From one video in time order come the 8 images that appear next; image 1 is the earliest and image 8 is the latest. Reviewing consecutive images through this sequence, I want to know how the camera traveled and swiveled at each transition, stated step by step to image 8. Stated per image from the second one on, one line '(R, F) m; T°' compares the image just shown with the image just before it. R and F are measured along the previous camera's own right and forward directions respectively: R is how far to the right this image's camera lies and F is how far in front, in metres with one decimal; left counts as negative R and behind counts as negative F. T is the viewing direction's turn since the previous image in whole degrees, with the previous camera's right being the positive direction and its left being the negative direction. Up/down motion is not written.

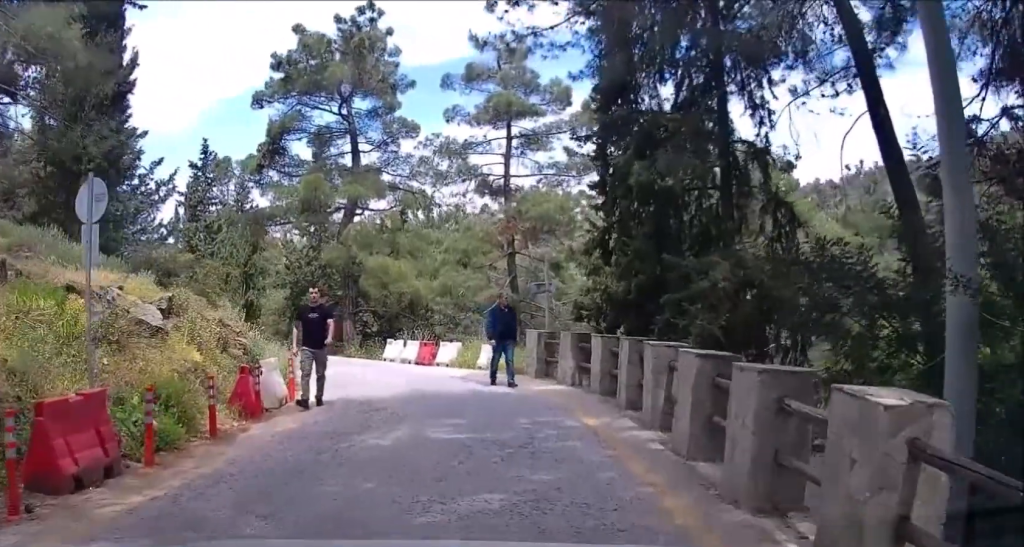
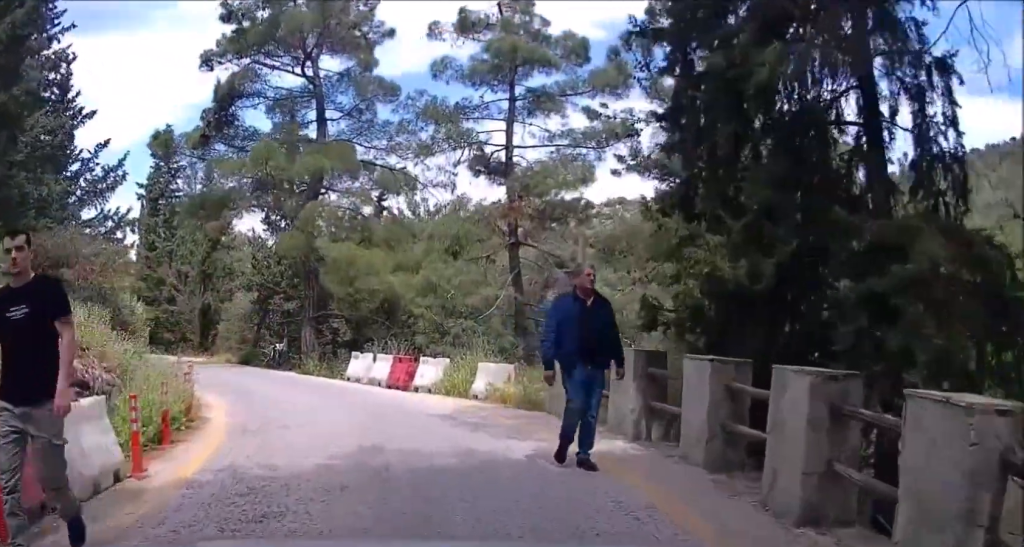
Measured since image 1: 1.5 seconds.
(+0.1, +5.9) m; -3°
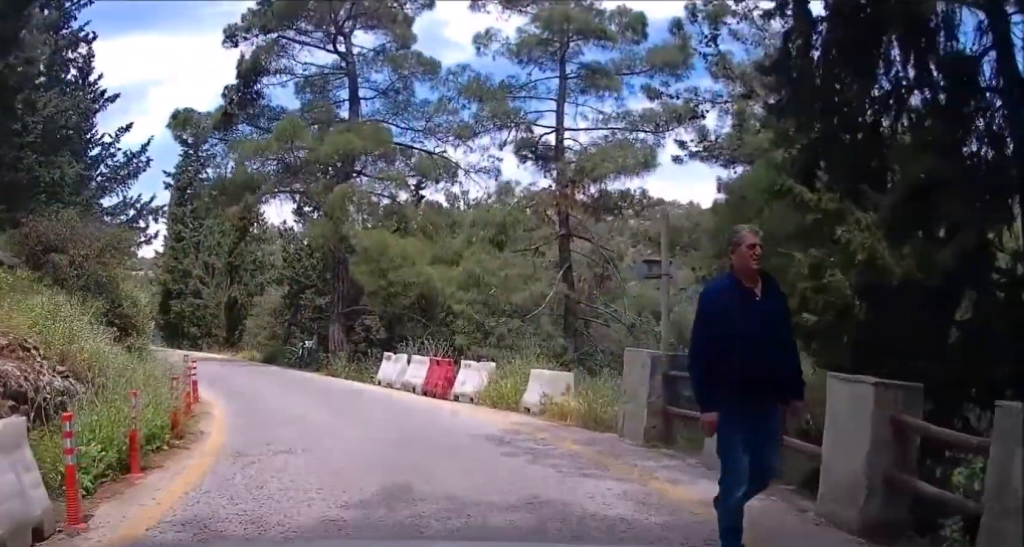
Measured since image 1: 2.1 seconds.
(-0.1, +2.2) m; -2°
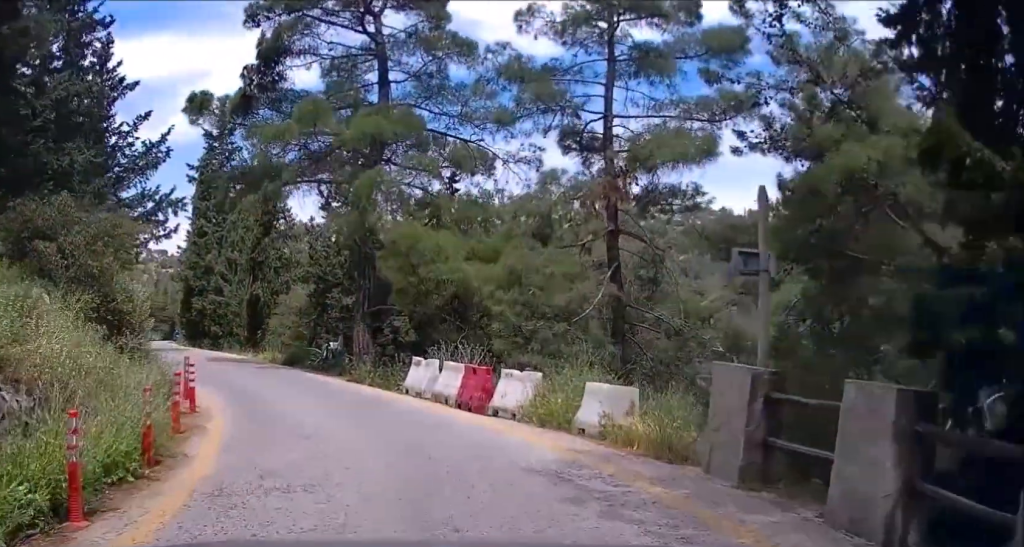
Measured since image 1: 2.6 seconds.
(0.0, +1.8) m; -1°
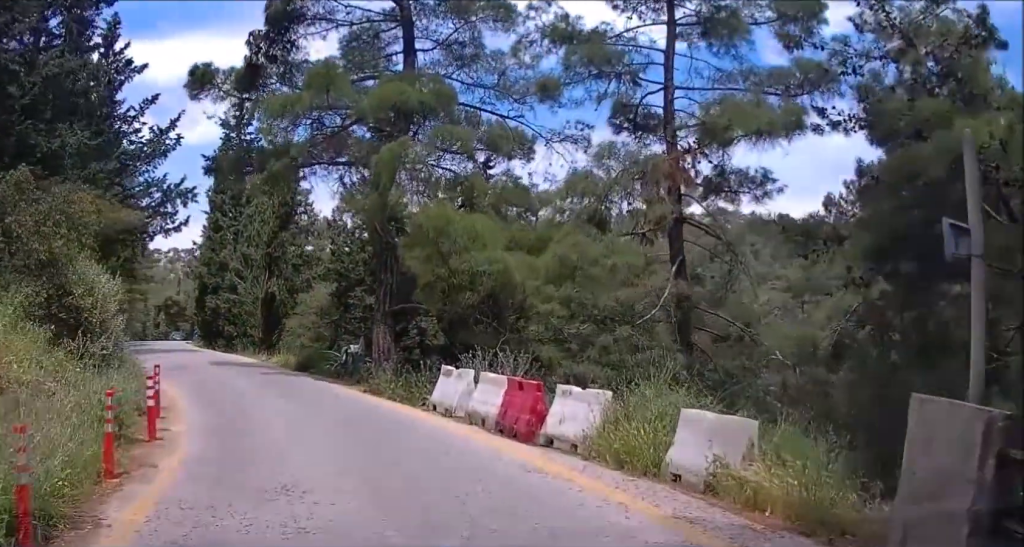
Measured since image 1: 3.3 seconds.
(0.0, +2.8) m; -2°
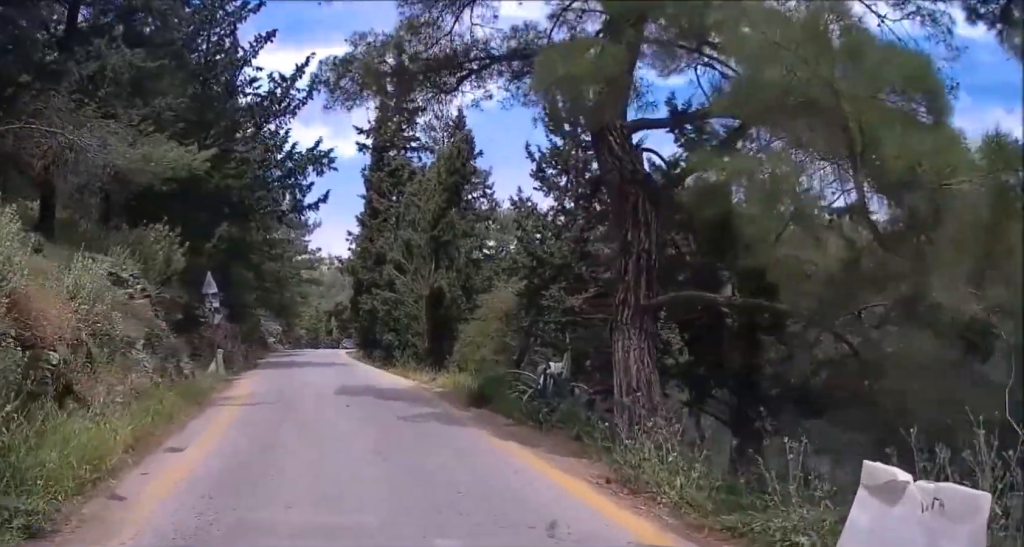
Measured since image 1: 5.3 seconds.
(-1.2, +8.0) m; -16°
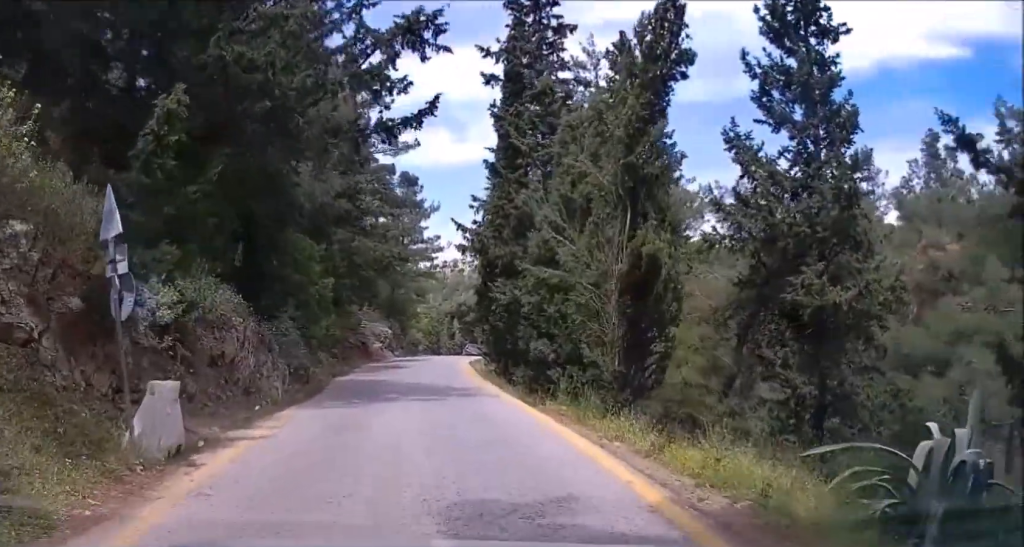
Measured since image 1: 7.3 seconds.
(+0.5, +10.4) m; +3°
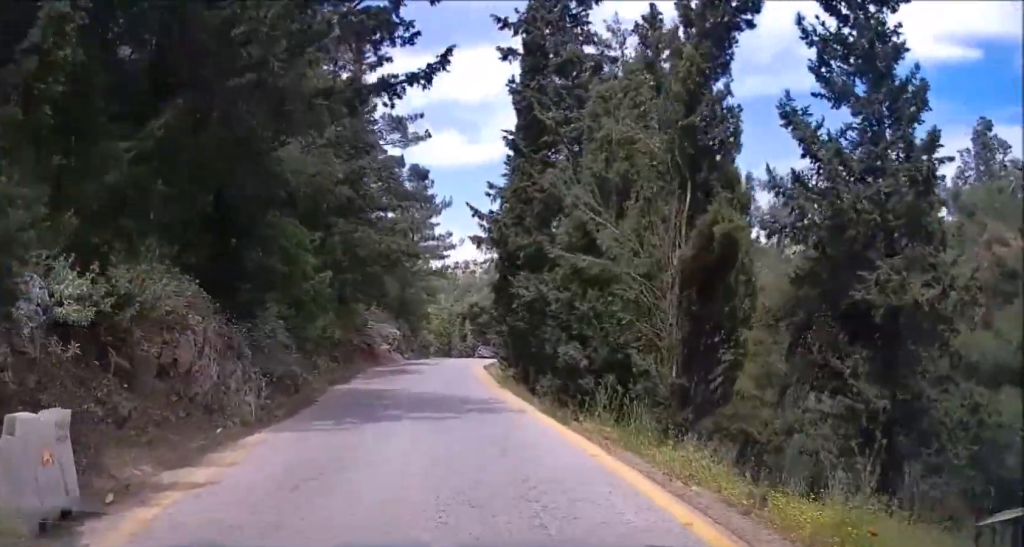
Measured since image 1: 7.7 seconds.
(0.0, +2.7) m; -1°
